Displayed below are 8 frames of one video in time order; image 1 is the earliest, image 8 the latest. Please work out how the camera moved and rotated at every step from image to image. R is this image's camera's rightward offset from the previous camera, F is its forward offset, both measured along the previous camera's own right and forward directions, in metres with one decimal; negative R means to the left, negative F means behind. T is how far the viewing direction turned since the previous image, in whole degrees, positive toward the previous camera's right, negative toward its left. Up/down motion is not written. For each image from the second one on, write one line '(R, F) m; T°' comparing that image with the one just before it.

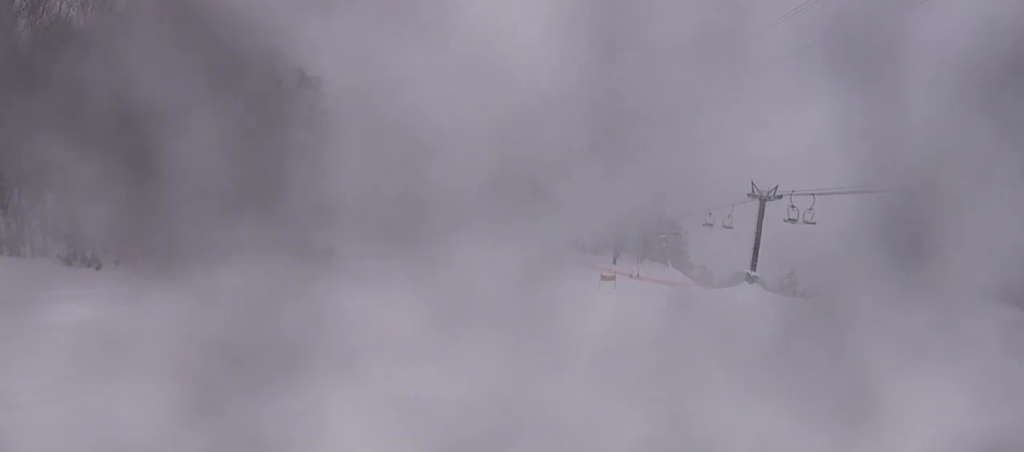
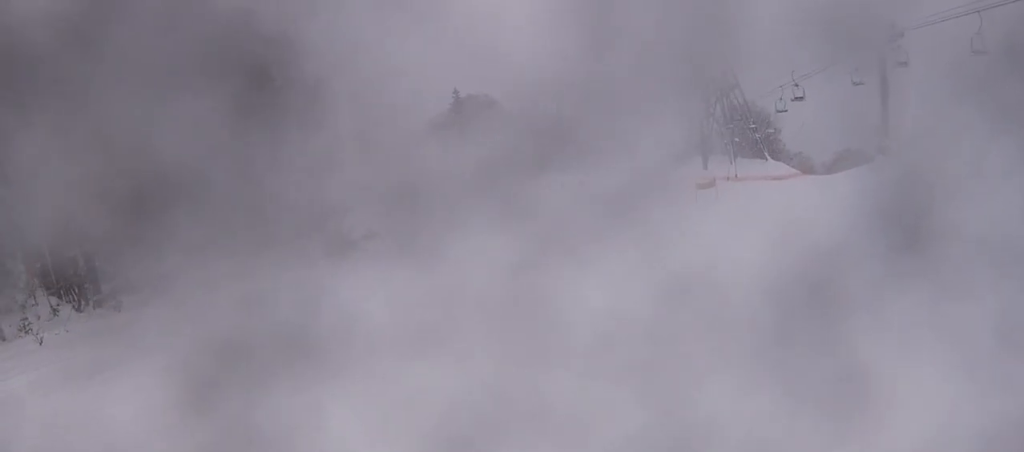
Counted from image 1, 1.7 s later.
(+0.2, +10.9) m; 0°
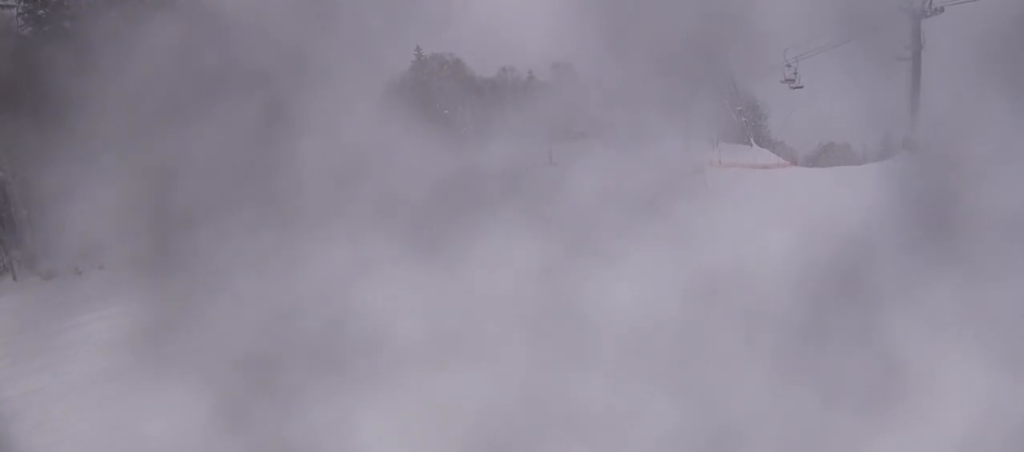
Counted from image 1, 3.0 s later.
(-0.1, +8.5) m; 0°
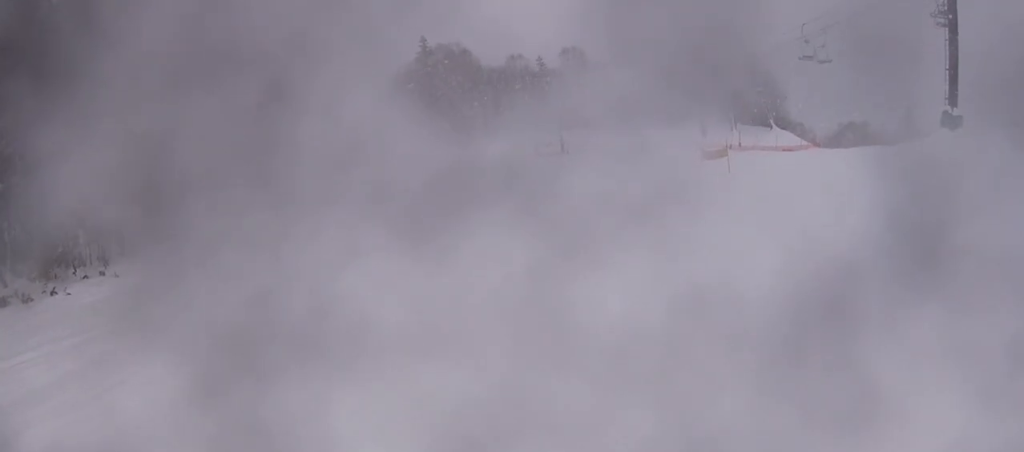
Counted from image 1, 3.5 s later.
(+0.2, +2.9) m; 0°
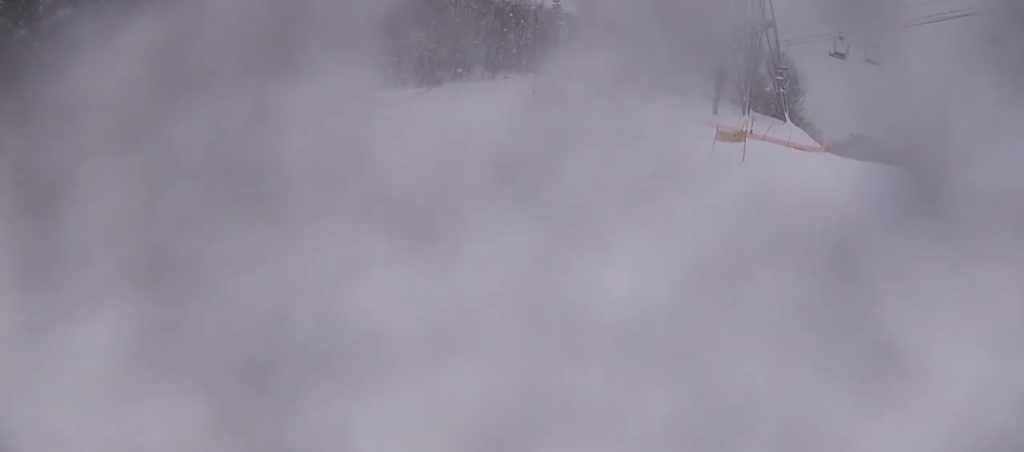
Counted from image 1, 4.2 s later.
(-0.3, +4.7) m; -11°
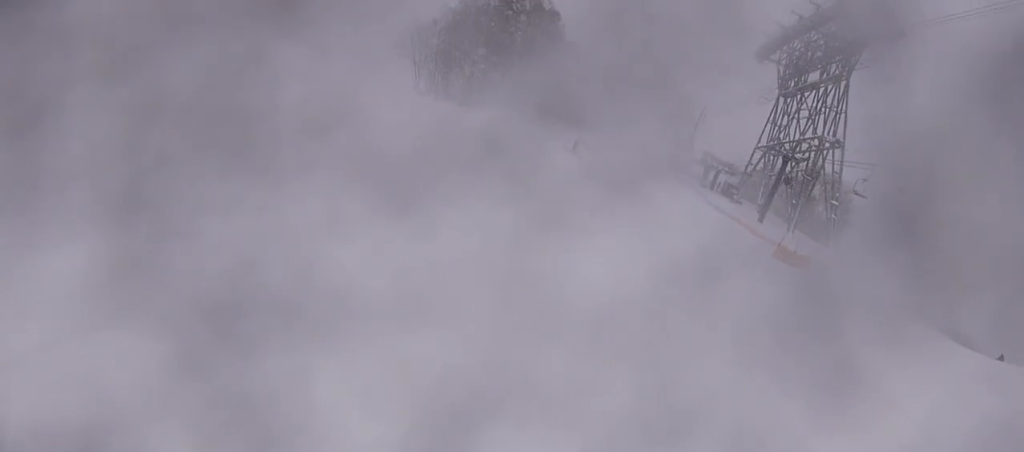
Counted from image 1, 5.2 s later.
(-1.1, +6.9) m; -4°
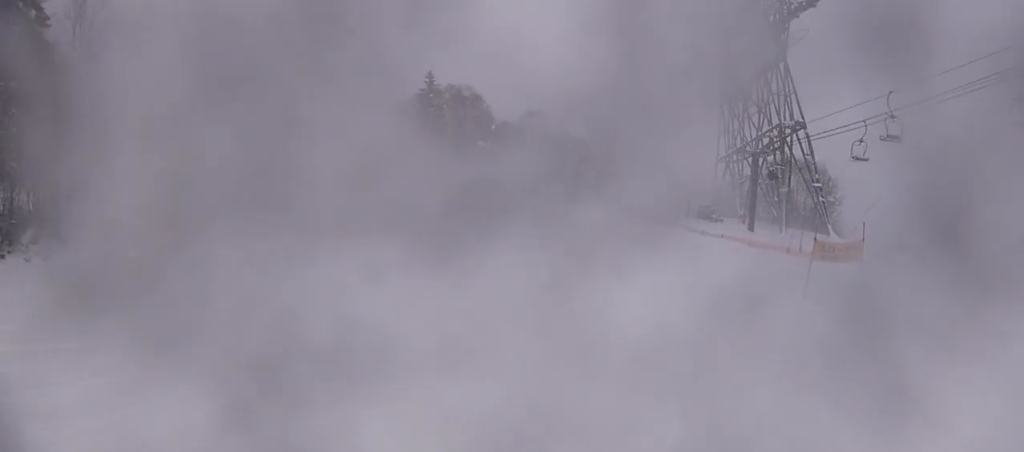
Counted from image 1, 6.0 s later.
(+0.4, +5.7) m; +6°
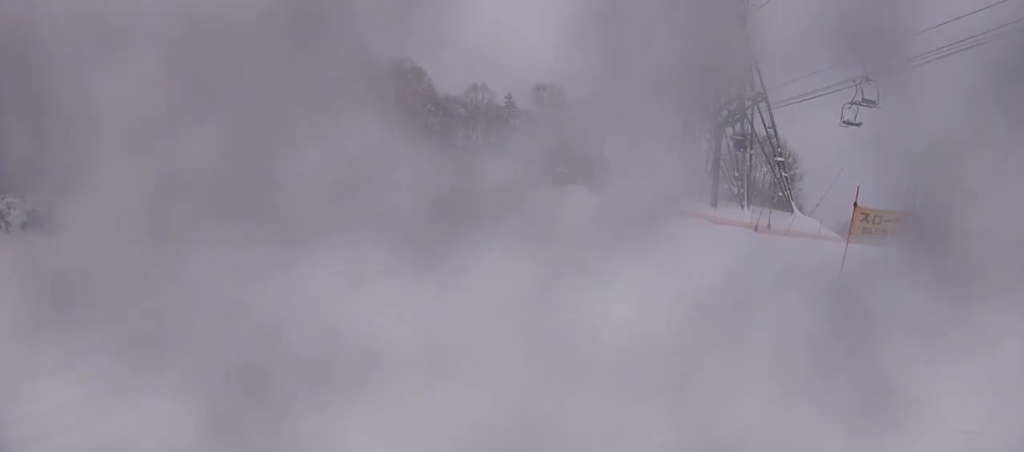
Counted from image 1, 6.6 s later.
(+0.4, +4.6) m; +5°
